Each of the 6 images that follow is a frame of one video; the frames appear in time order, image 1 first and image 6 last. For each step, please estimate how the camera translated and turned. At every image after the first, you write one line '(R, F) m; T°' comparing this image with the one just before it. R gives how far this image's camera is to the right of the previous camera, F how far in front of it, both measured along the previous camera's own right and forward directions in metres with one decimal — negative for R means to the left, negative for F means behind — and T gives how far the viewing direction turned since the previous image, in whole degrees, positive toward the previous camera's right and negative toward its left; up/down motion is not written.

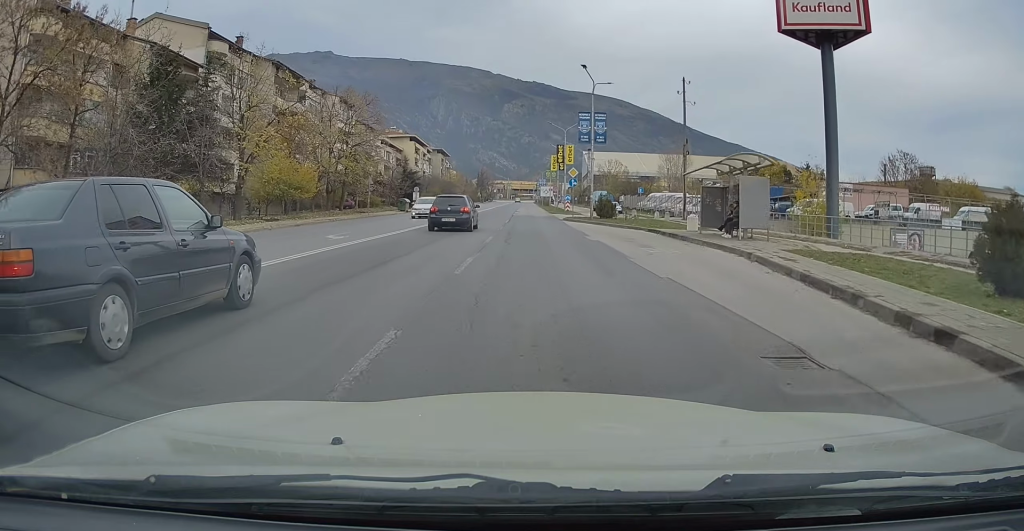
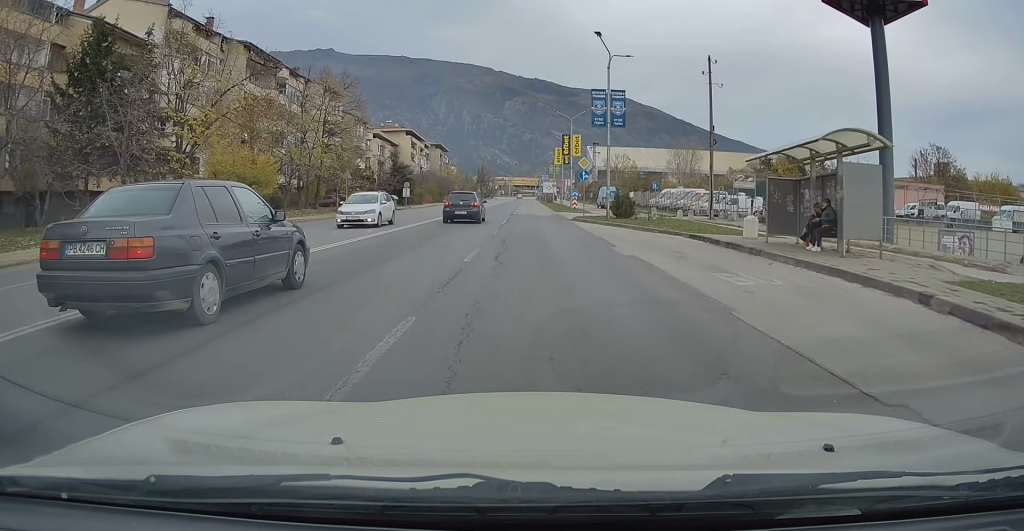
(0.0, +7.3) m; +1°
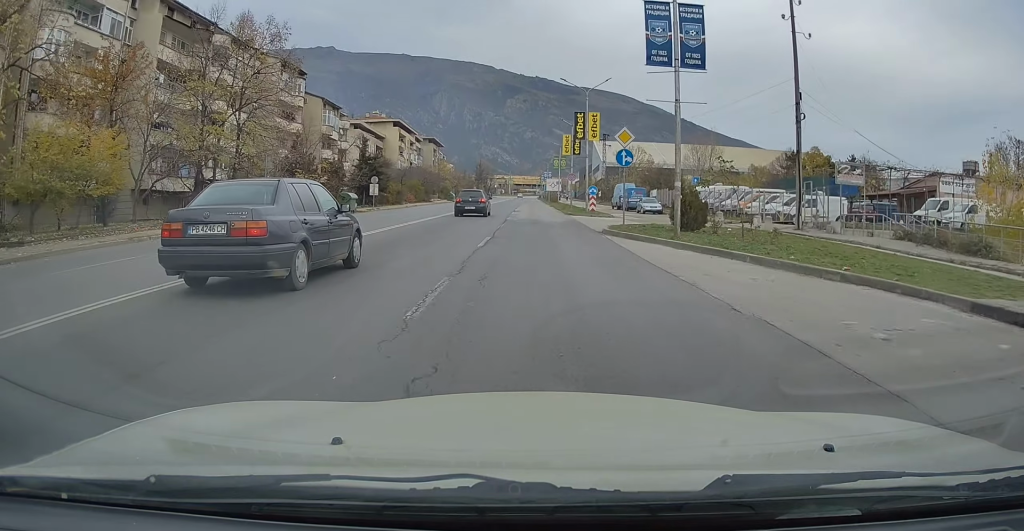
(+0.5, +15.0) m; 0°
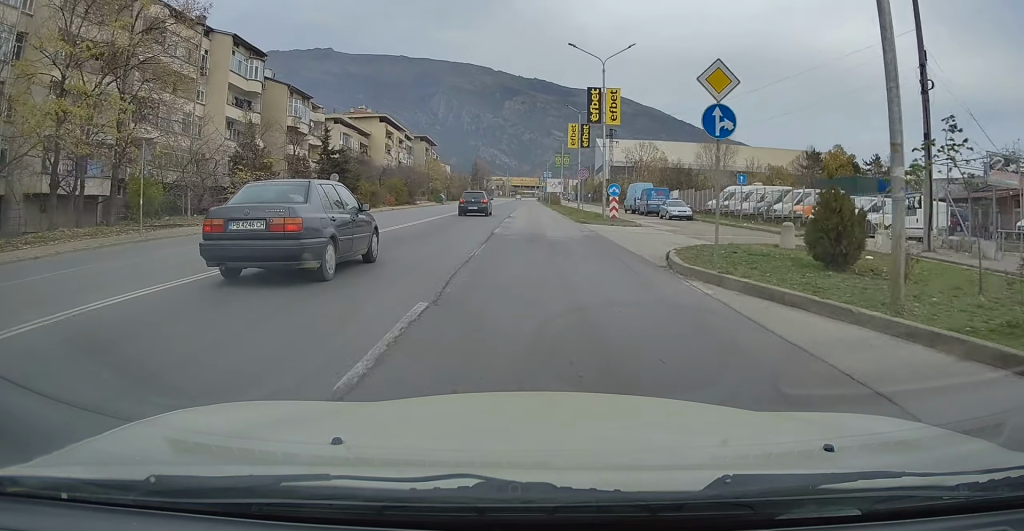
(-0.4, +11.2) m; -2°
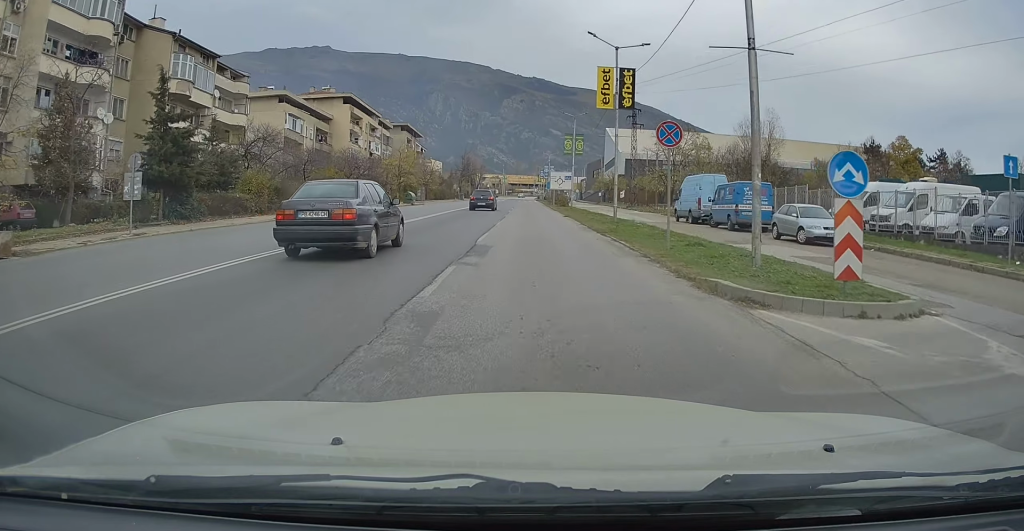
(+0.7, +23.5) m; +2°
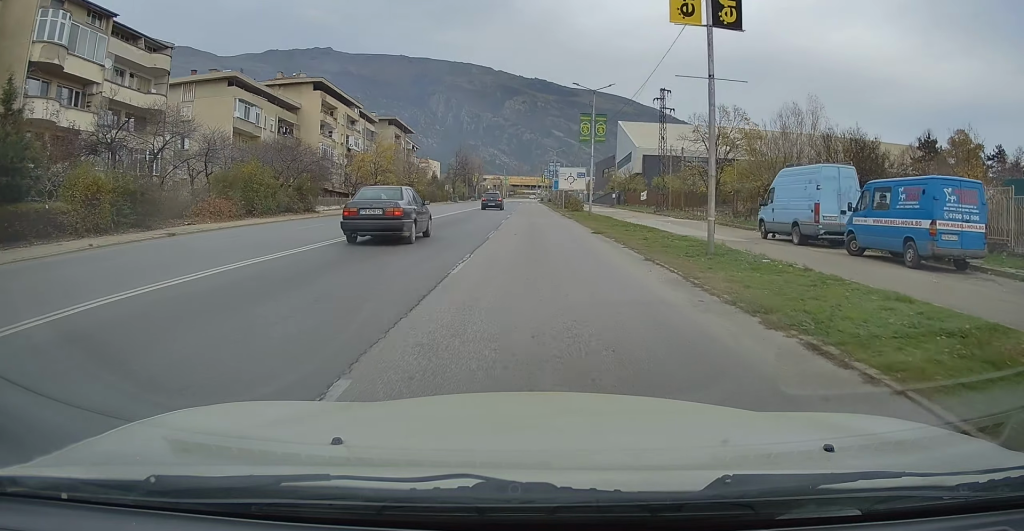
(-0.1, +15.6) m; -1°
